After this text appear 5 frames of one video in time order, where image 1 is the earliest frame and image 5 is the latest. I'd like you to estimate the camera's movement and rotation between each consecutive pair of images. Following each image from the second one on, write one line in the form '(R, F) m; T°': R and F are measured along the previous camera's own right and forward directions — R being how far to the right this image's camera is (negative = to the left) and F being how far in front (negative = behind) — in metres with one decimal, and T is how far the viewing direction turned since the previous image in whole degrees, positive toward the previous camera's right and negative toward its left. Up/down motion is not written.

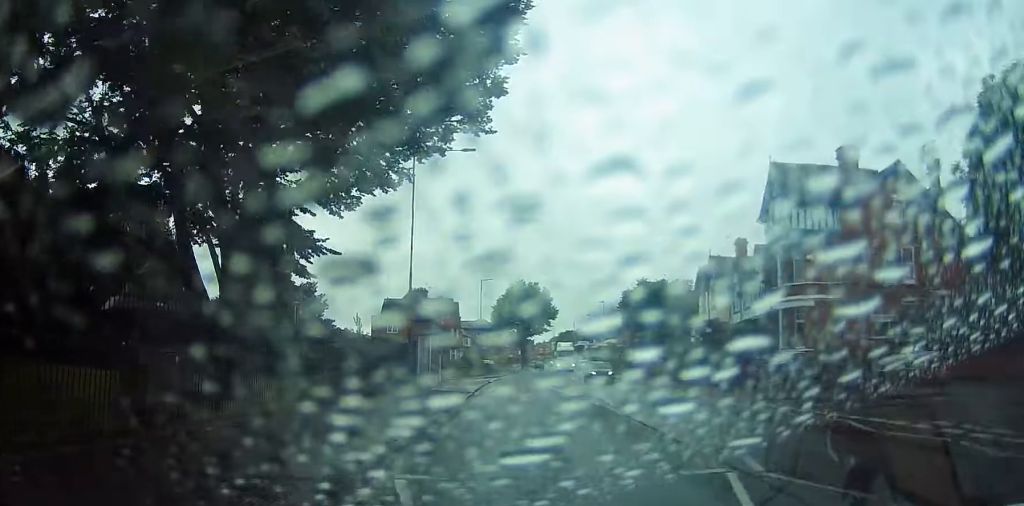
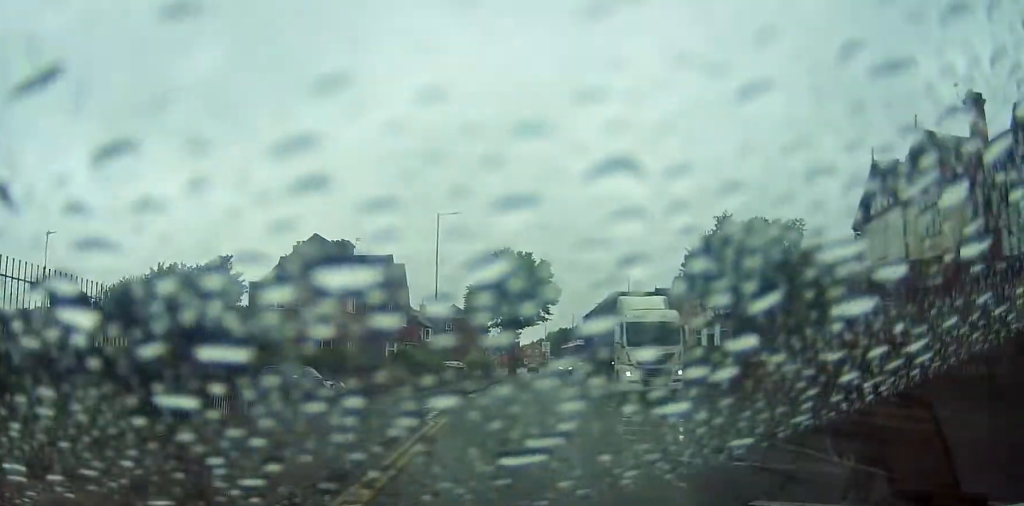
(+1.2, +34.2) m; +4°
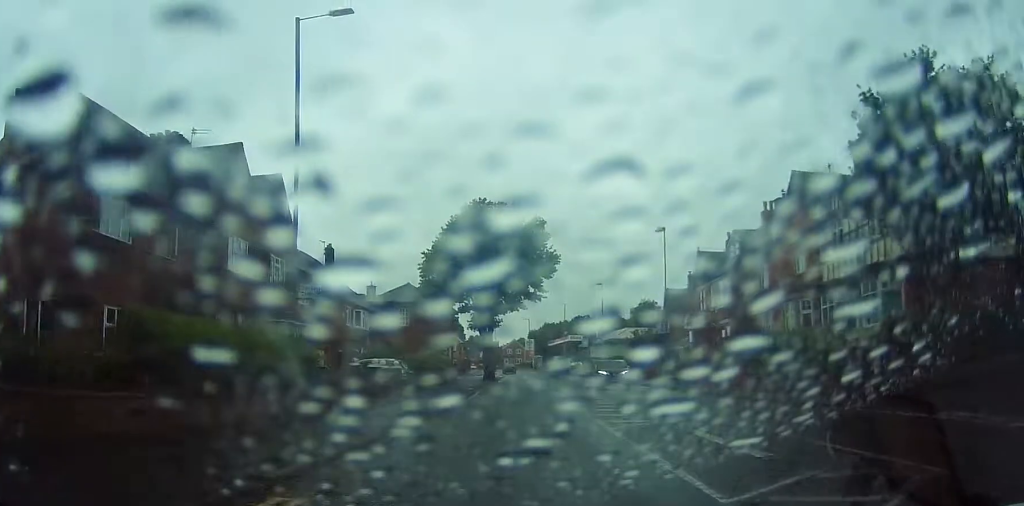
(+0.4, +24.4) m; +1°
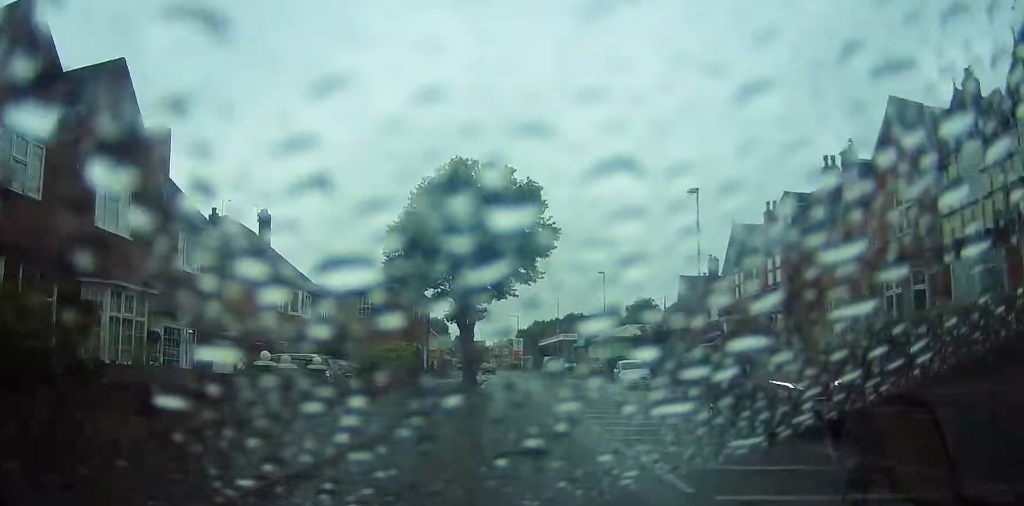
(+0.1, +11.2) m; +1°
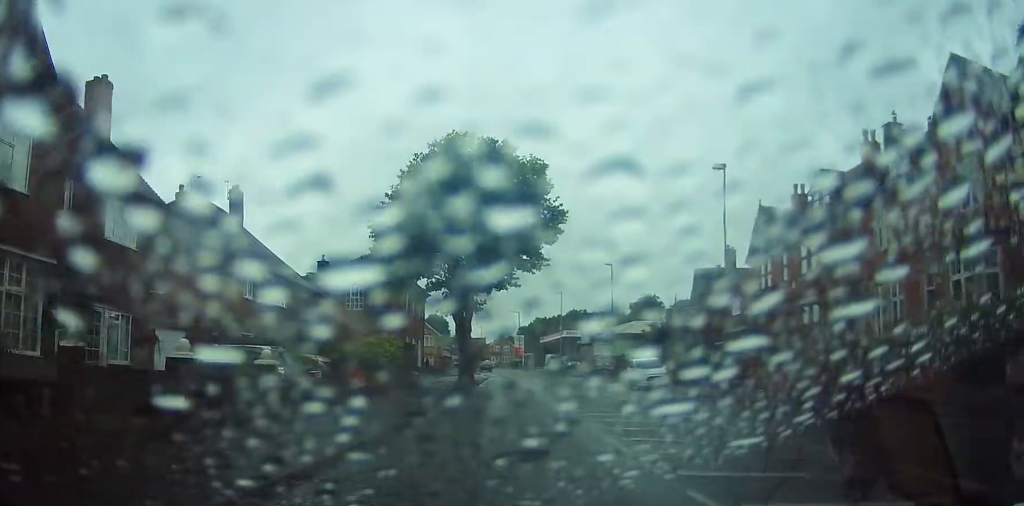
(+0.2, +4.4) m; 0°
